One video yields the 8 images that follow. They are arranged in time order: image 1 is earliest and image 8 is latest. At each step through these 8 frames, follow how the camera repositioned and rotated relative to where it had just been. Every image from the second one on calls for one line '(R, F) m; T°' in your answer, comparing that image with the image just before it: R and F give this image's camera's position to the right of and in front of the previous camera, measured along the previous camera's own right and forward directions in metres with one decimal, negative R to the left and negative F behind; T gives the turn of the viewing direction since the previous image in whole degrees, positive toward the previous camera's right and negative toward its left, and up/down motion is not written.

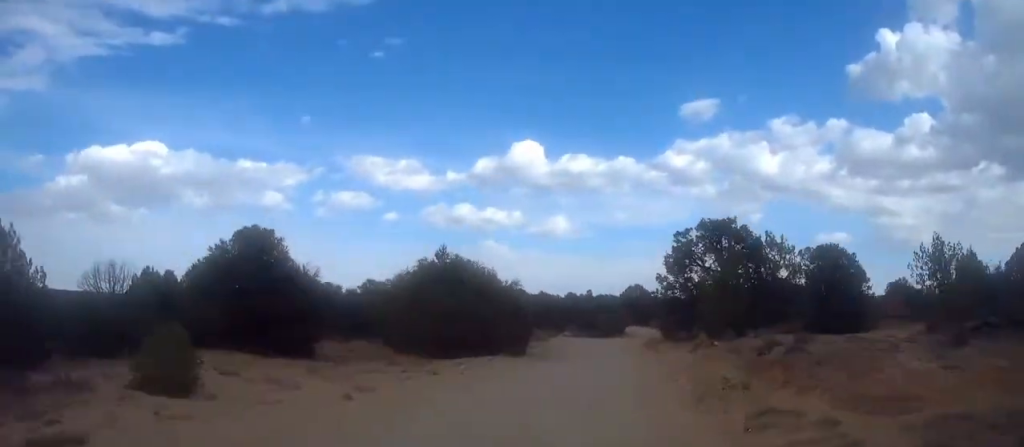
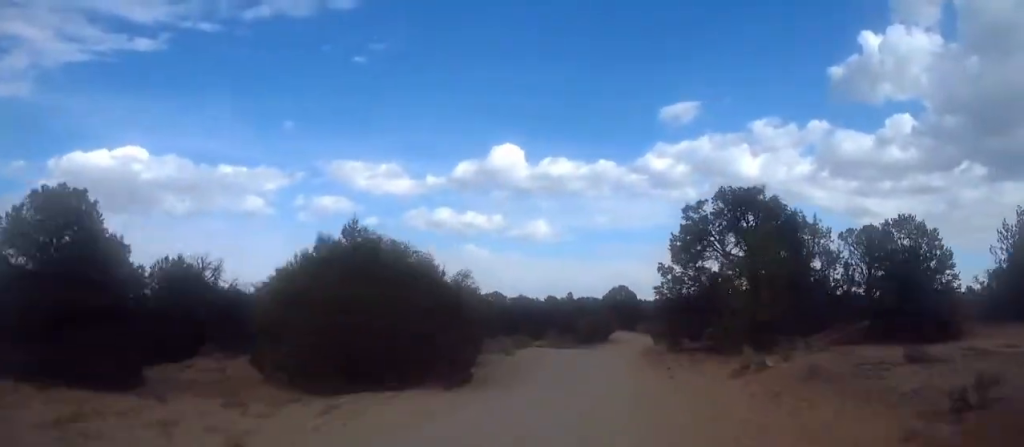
(-0.2, +10.4) m; +1°
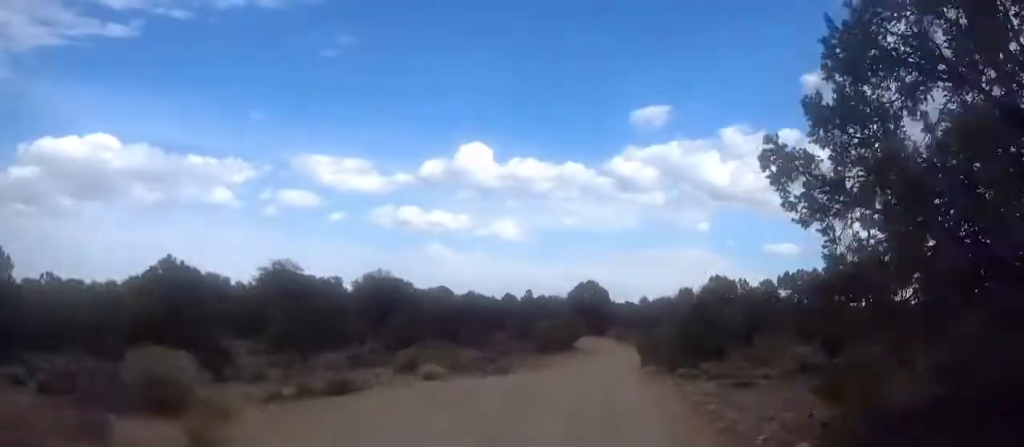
(+0.7, +22.9) m; +3°
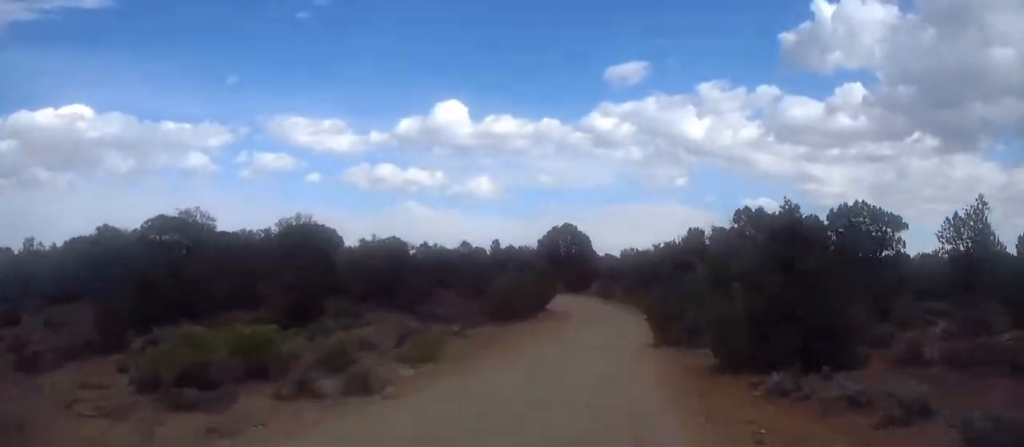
(+0.4, +20.8) m; +2°
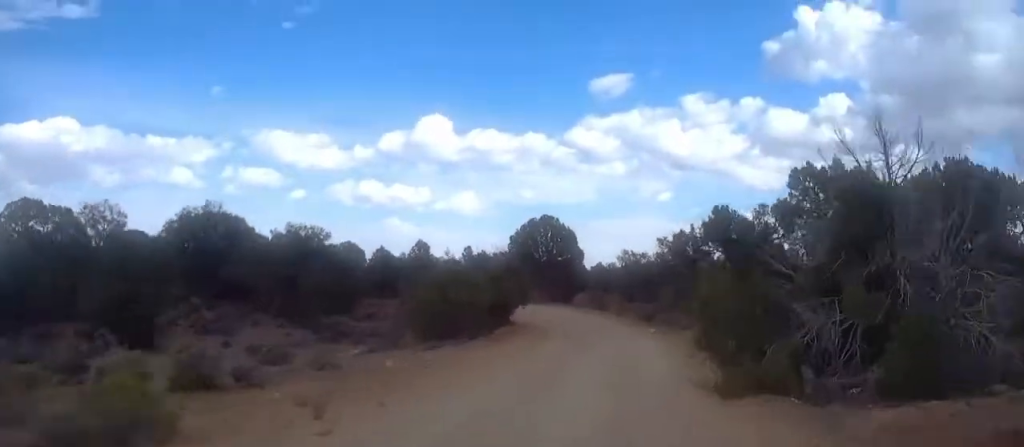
(+0.3, +16.8) m; +1°
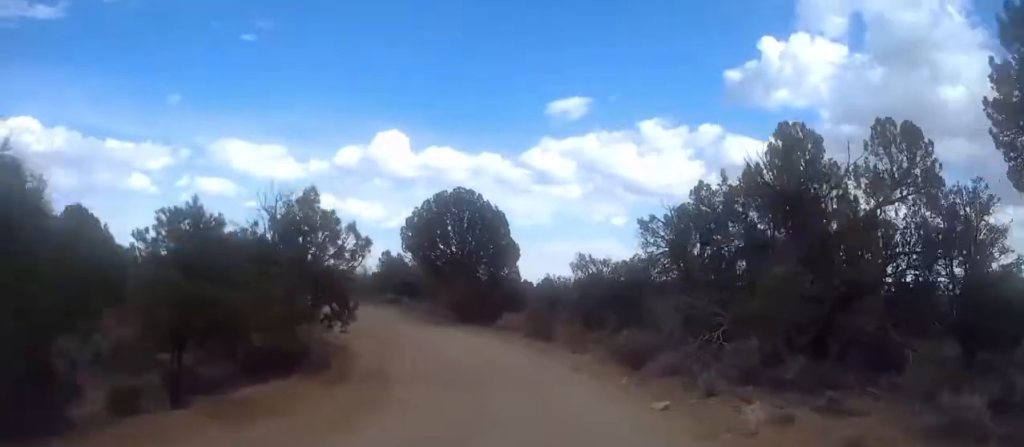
(+0.2, +21.8) m; -2°
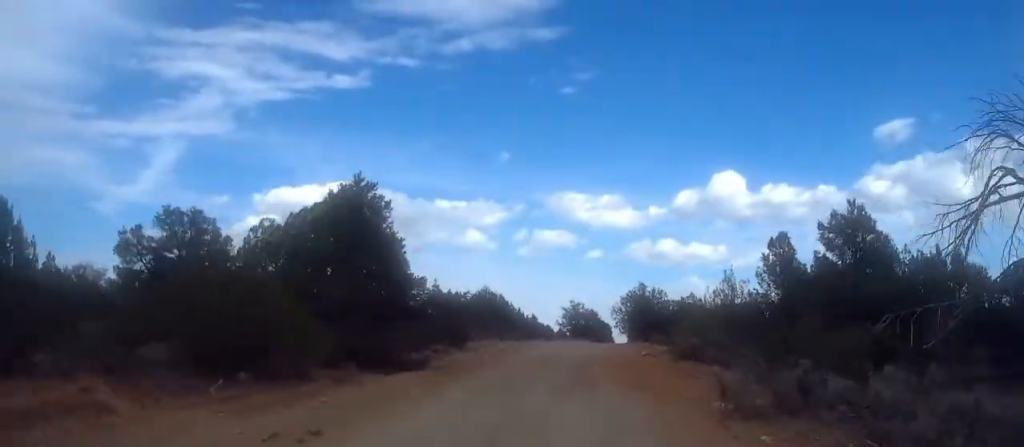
(-9.5, +55.3) m; -20°
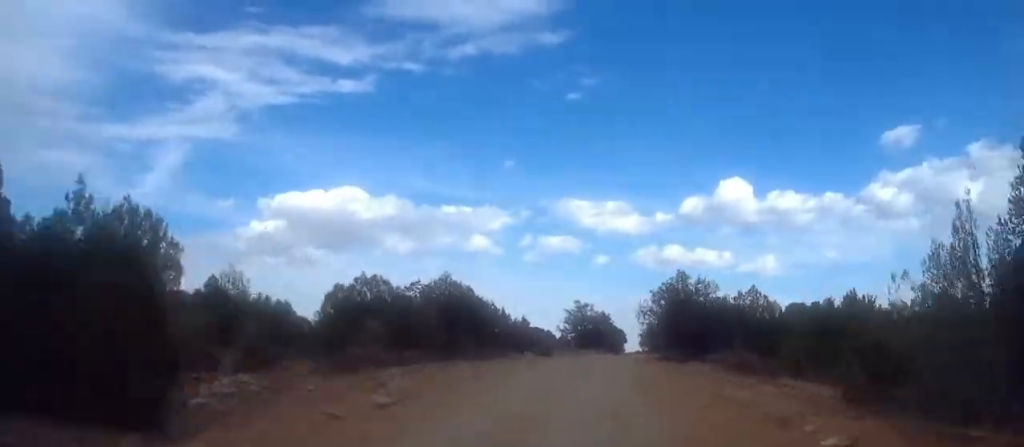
(-1.0, +22.8) m; -2°
